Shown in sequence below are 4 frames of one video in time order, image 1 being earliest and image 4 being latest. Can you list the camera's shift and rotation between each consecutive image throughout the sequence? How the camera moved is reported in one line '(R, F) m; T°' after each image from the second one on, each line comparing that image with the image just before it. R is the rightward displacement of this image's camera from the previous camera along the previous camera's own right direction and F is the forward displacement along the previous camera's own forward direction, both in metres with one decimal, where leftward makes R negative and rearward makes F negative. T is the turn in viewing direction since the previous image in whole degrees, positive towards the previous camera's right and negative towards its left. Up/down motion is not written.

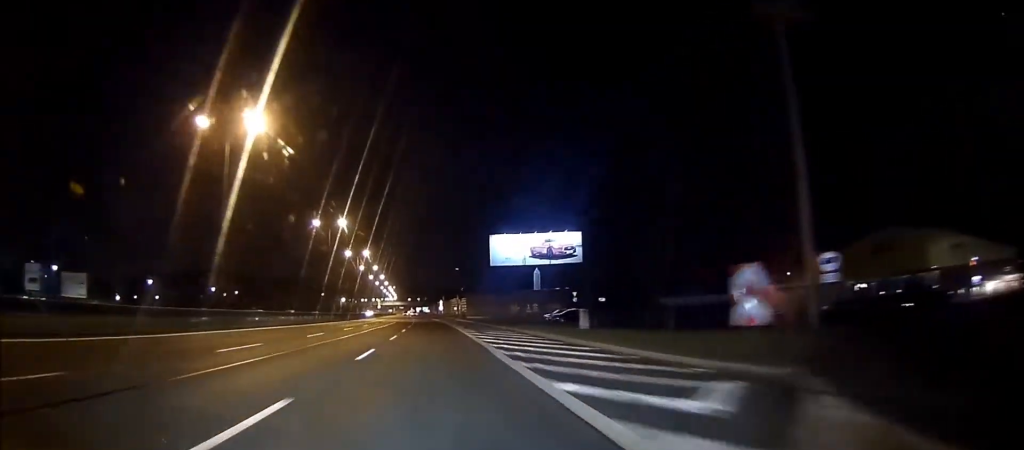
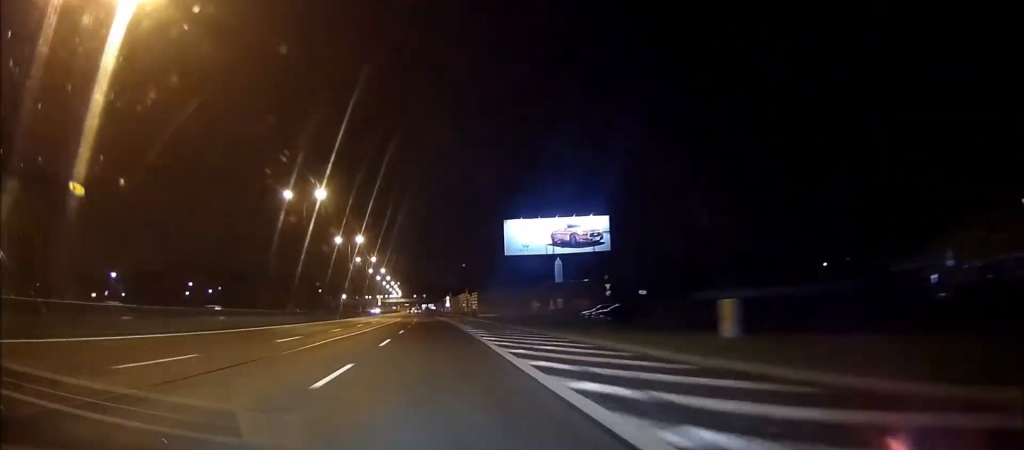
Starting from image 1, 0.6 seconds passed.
(-0.2, +17.8) m; 0°
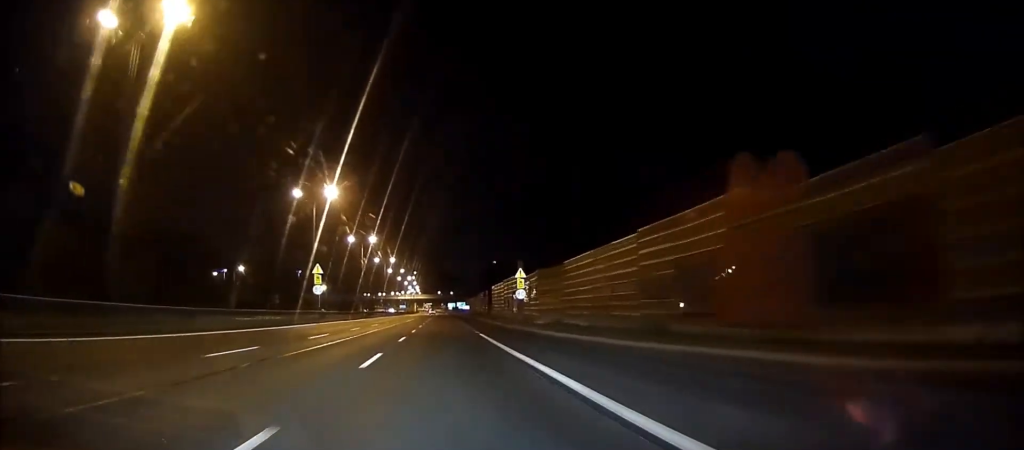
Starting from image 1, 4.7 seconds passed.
(-0.7, +114.5) m; 0°
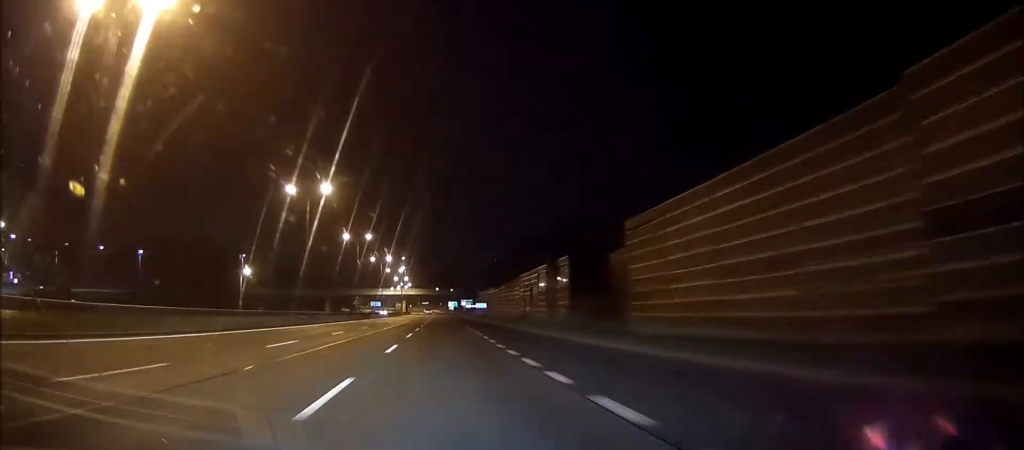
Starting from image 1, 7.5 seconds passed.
(0.0, +77.8) m; 0°
